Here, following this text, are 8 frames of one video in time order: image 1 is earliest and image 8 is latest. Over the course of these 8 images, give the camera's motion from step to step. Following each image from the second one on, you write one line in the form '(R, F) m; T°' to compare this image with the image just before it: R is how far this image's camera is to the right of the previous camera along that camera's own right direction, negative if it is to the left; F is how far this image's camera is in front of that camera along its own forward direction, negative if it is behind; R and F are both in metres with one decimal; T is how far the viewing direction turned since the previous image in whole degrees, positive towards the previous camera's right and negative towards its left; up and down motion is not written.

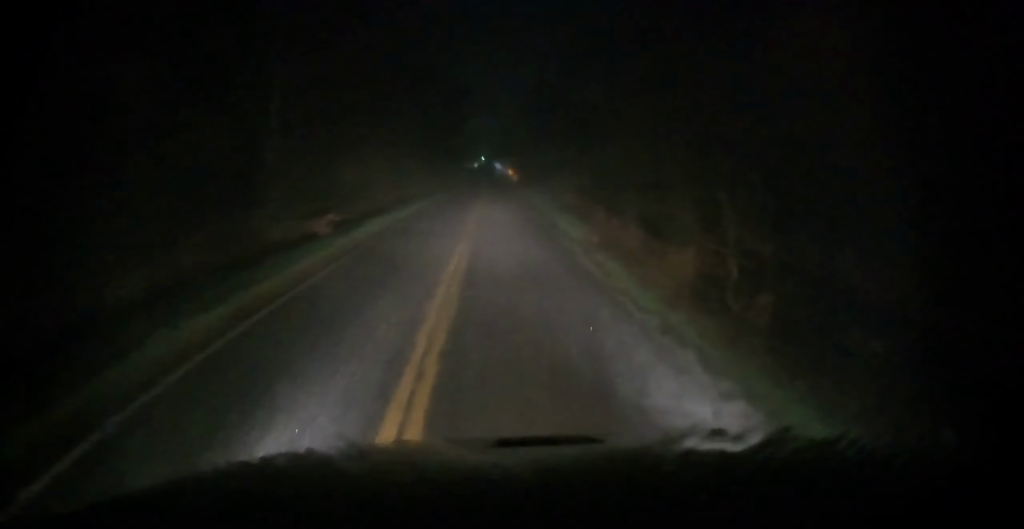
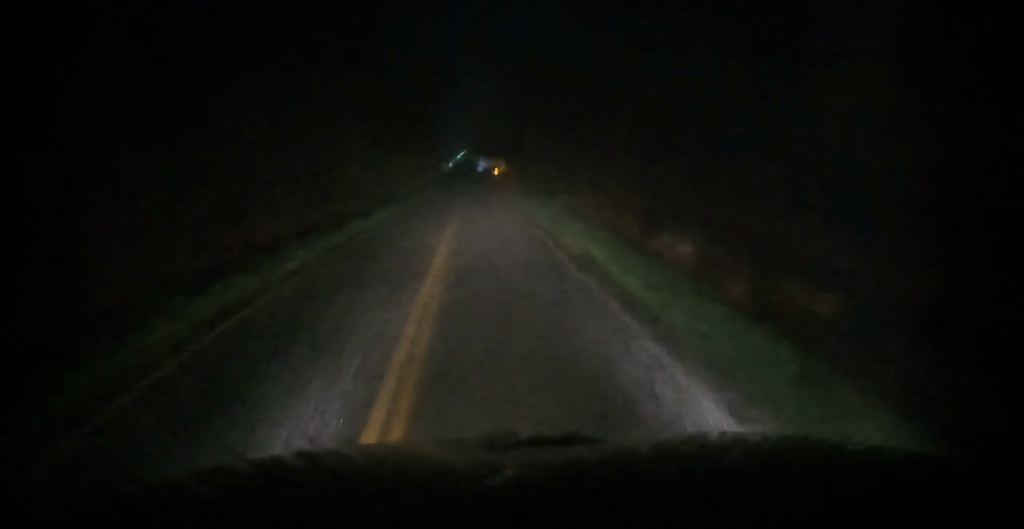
(-0.1, +25.2) m; 0°
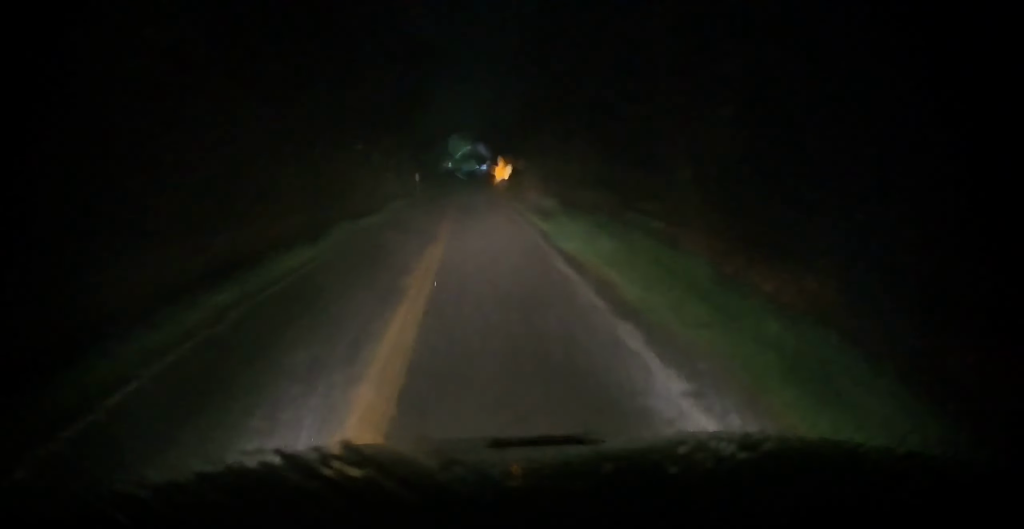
(+0.3, +20.3) m; +2°
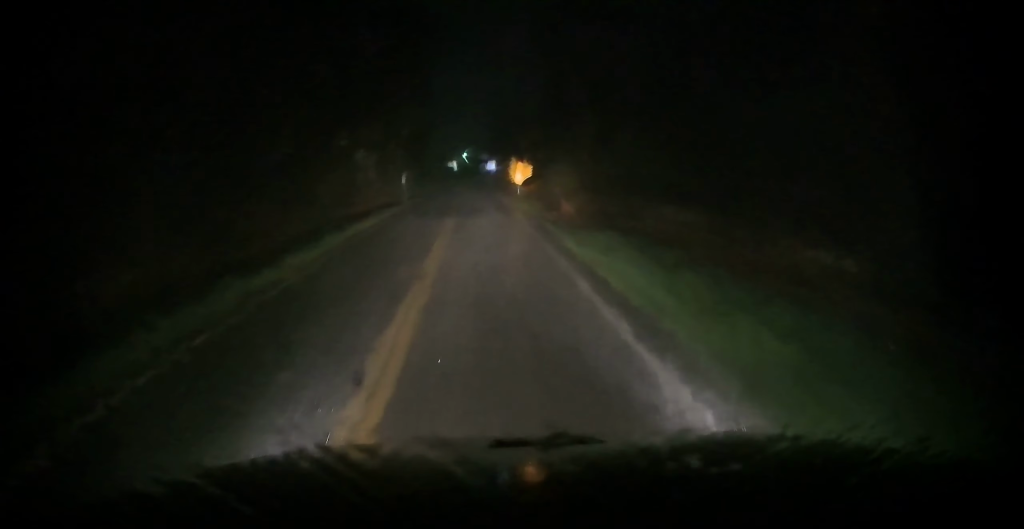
(+0.1, +15.7) m; +2°
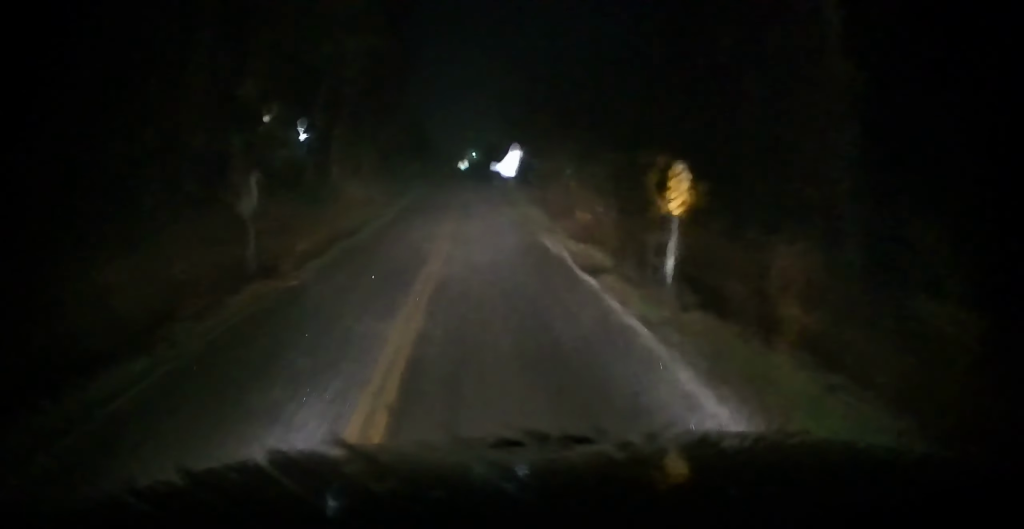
(+0.7, +31.8) m; +1°
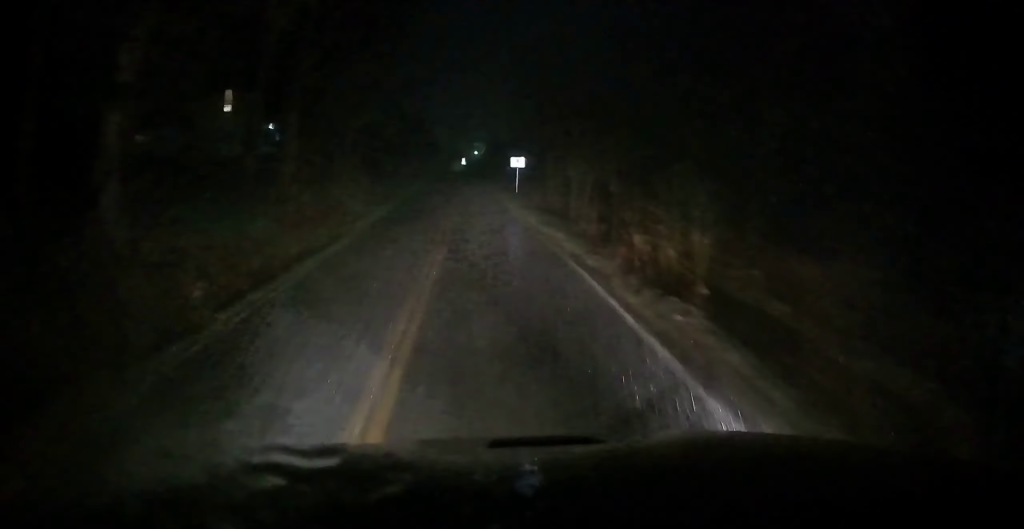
(-0.1, +8.1) m; 0°
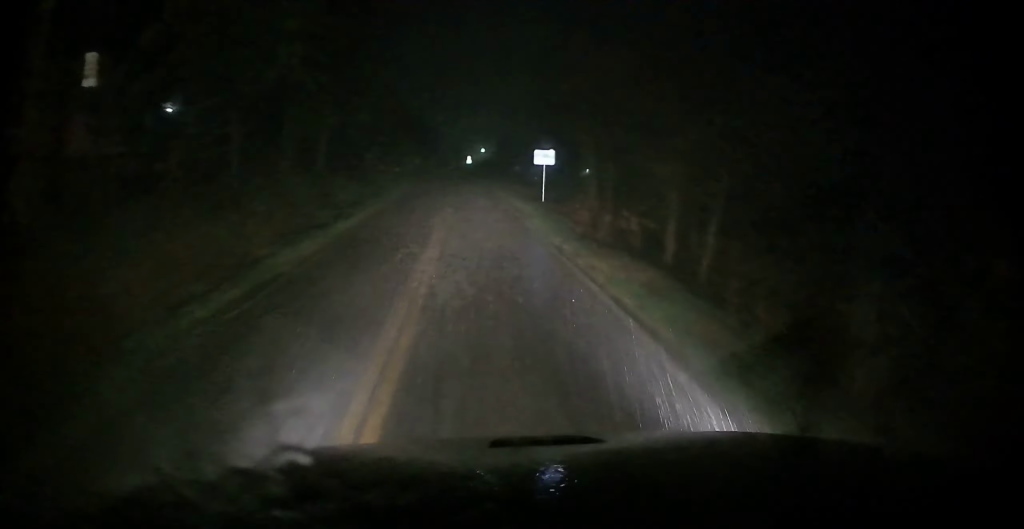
(+0.2, +16.6) m; -1°
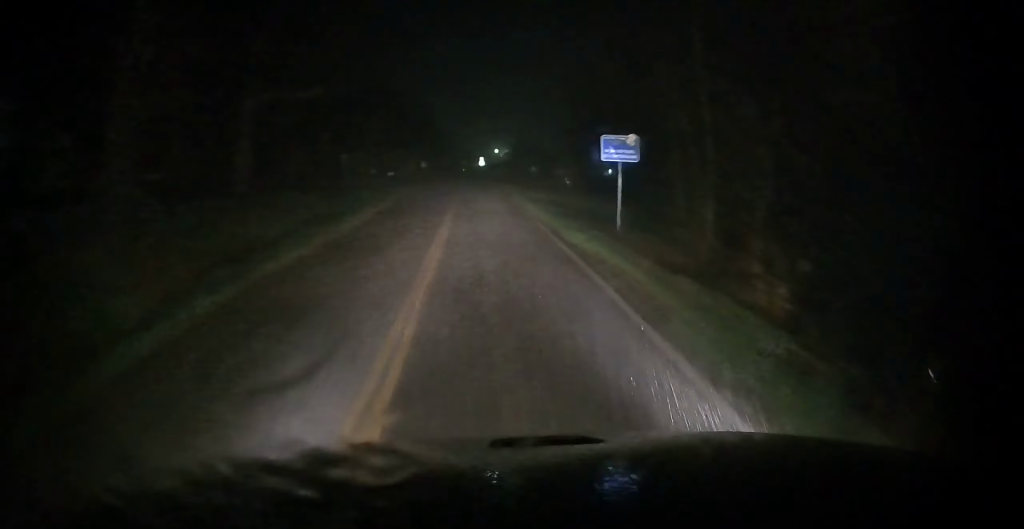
(-0.5, +16.5) m; -3°
